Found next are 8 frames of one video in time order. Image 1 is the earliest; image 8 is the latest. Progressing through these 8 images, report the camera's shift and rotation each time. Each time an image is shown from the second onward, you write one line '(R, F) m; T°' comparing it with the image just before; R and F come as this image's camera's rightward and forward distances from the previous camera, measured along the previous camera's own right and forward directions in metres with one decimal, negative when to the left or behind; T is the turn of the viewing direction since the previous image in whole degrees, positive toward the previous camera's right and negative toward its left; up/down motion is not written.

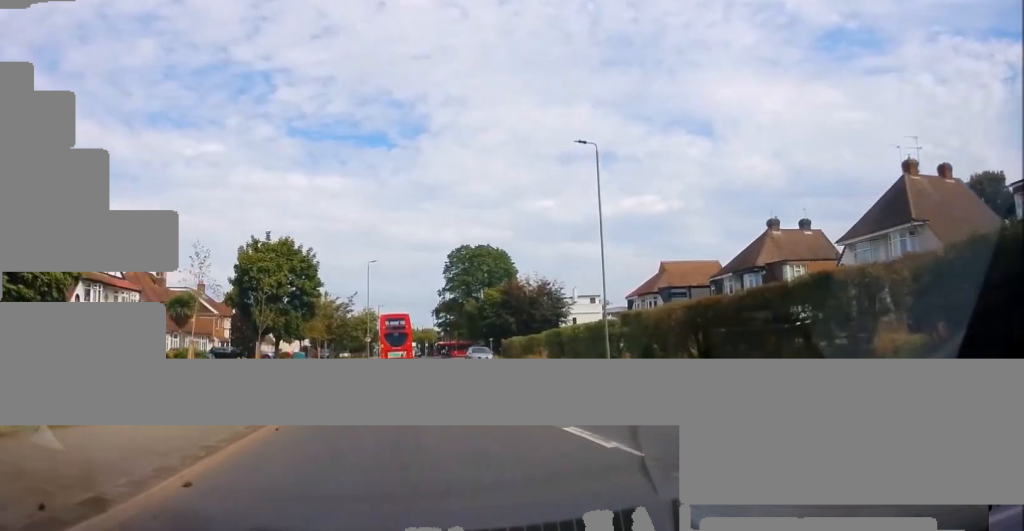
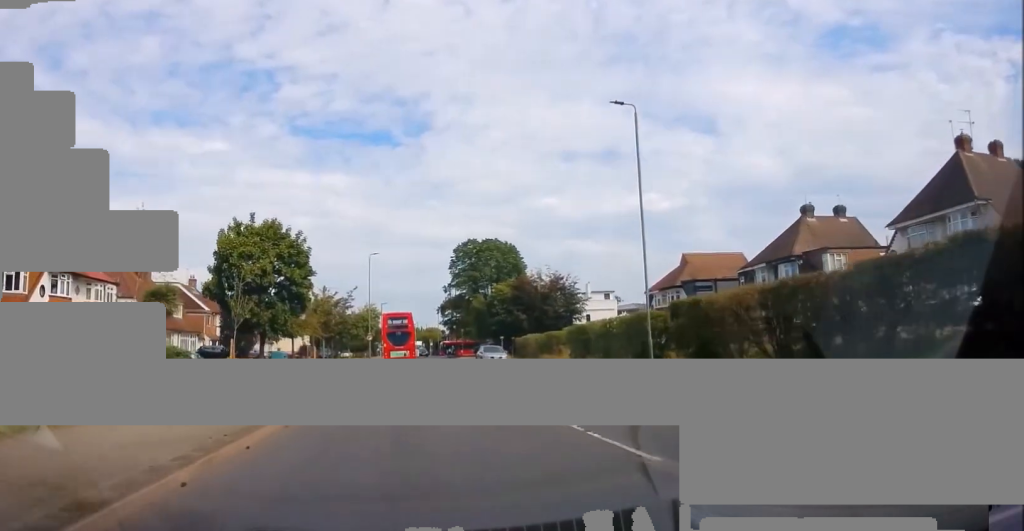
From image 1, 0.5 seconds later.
(+0.1, +5.2) m; 0°
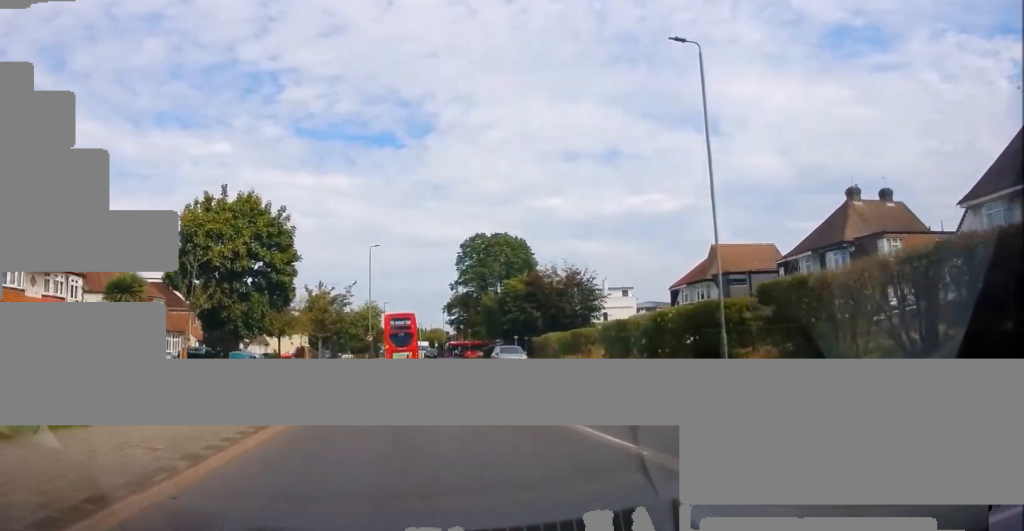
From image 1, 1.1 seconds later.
(0.0, +6.0) m; 0°
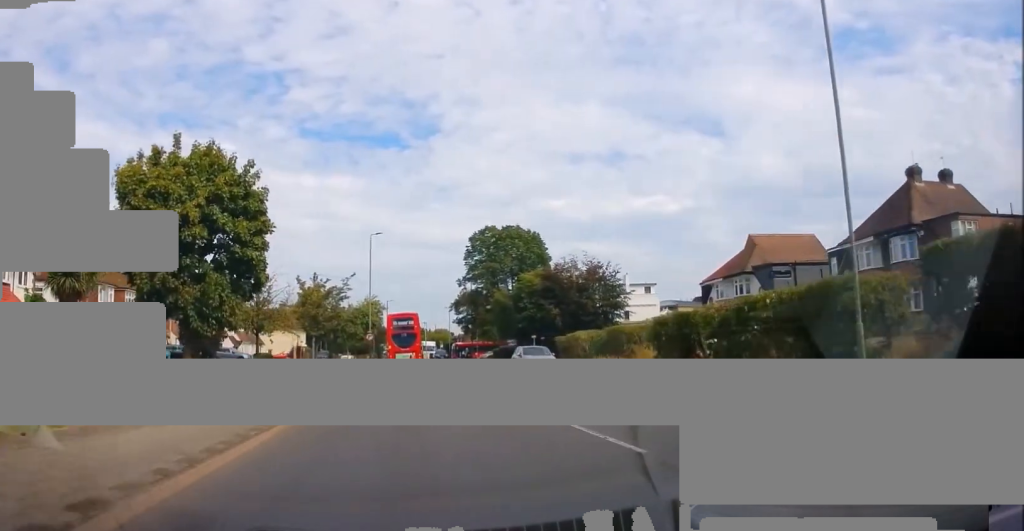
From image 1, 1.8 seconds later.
(-0.1, +6.9) m; 0°
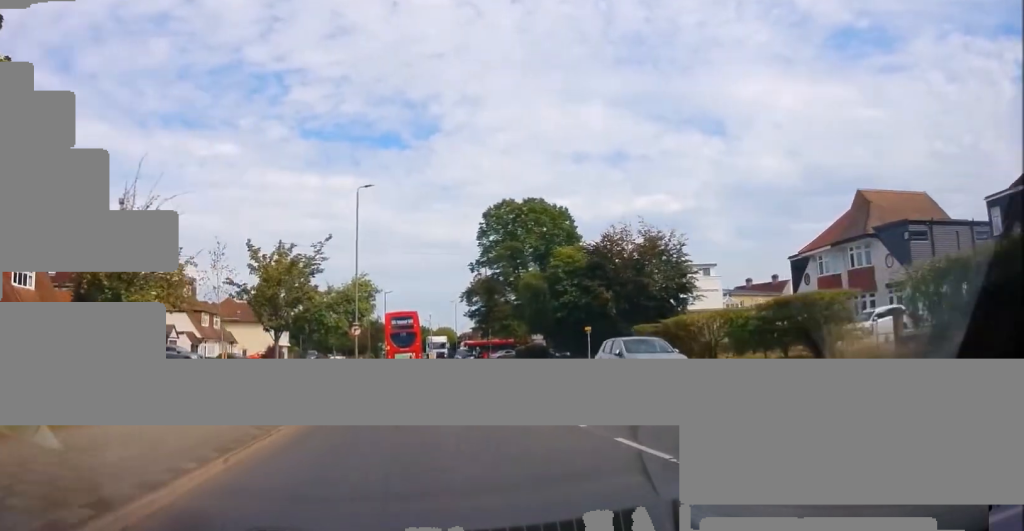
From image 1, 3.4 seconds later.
(+0.2, +16.6) m; 0°
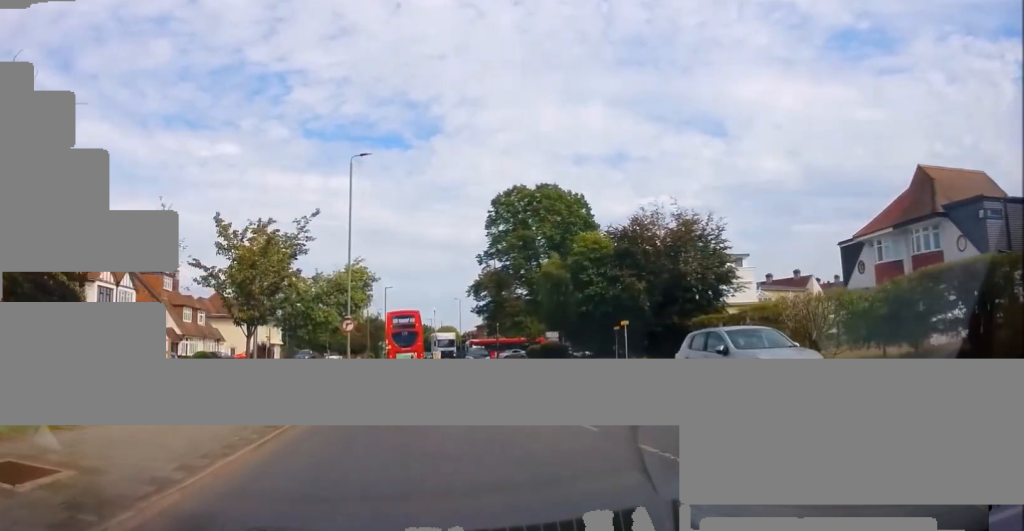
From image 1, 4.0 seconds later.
(0.0, +6.5) m; 0°
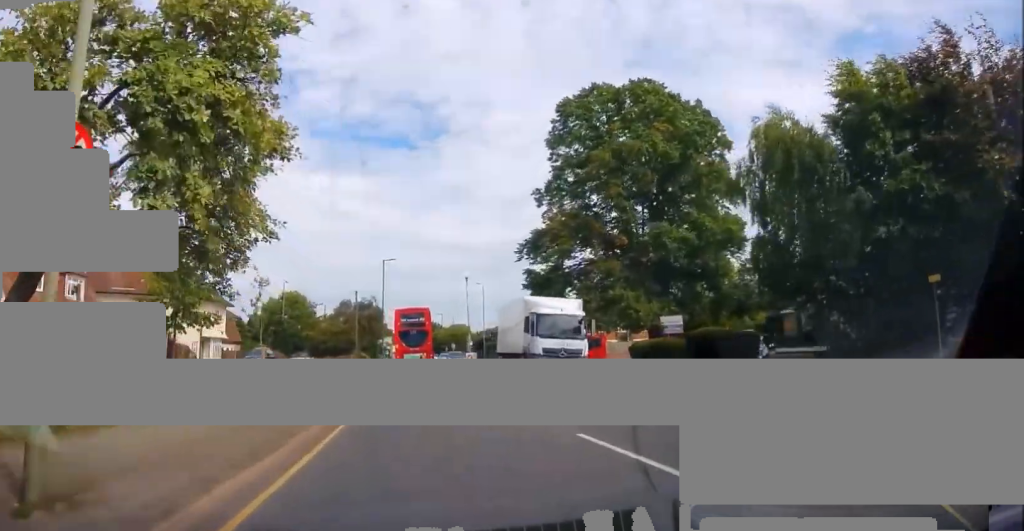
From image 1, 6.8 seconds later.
(-0.5, +28.2) m; -1°
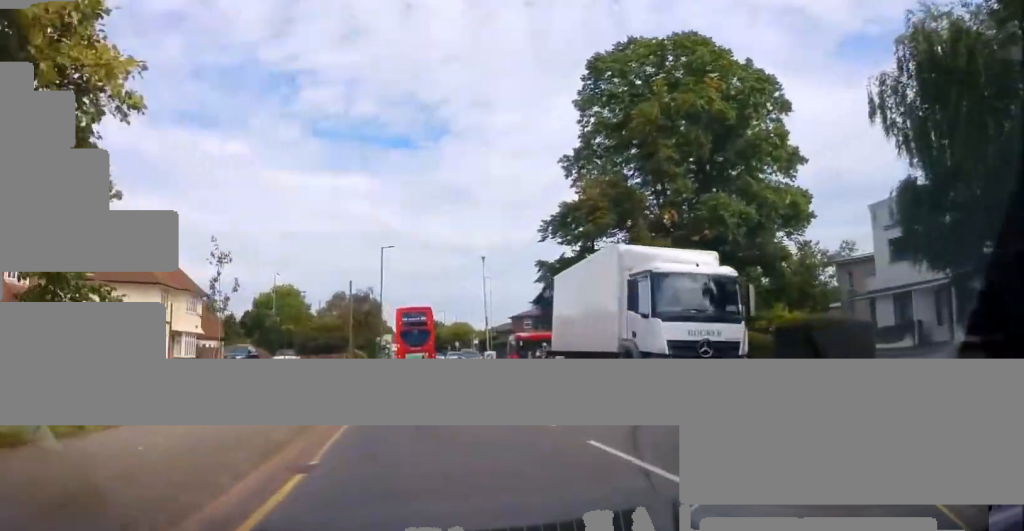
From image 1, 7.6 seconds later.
(+0.2, +7.0) m; +1°
